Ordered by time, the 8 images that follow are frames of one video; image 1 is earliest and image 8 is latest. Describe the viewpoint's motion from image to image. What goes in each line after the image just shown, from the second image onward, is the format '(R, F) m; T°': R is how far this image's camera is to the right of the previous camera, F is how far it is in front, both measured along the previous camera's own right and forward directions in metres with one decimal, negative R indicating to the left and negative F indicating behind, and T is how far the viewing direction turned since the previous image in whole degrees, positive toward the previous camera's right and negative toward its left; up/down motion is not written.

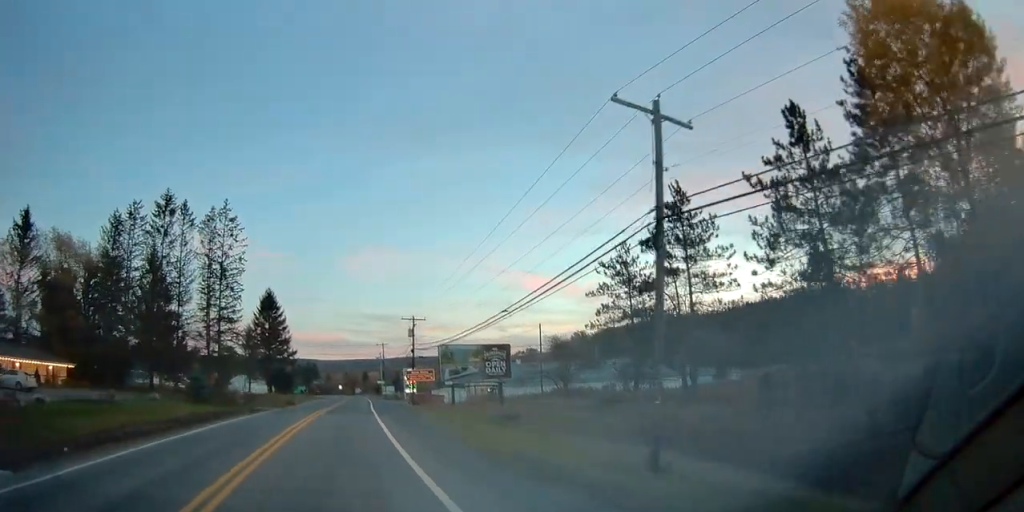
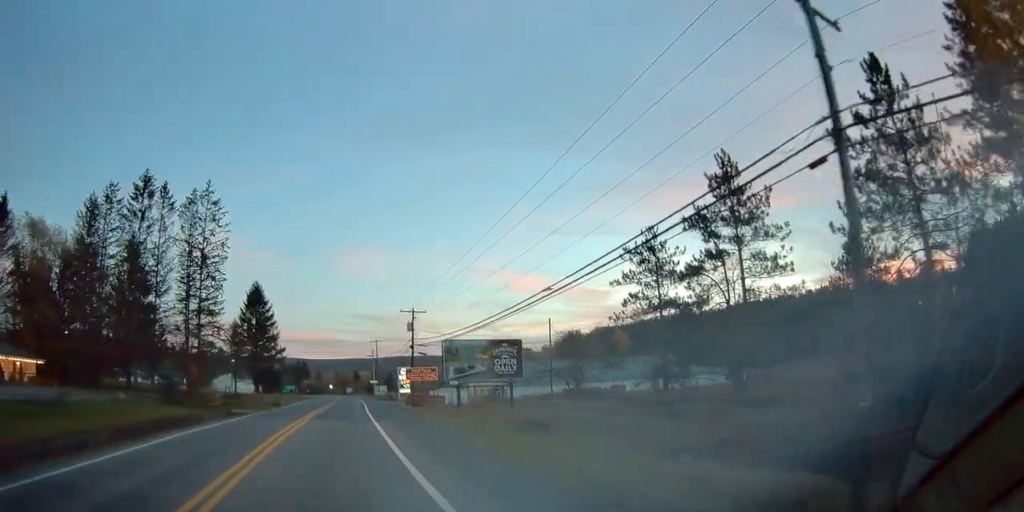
(-0.1, +6.2) m; +1°
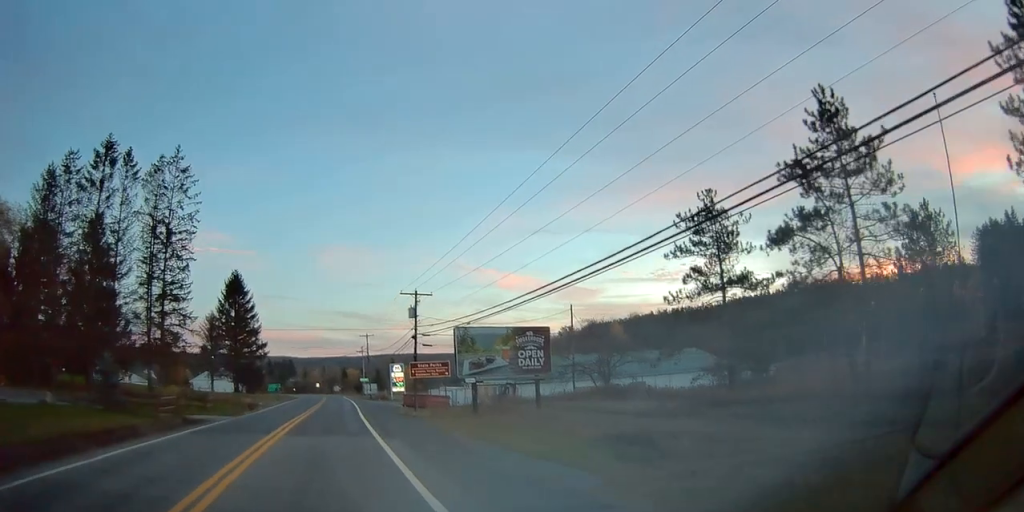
(+0.5, +9.2) m; +3°
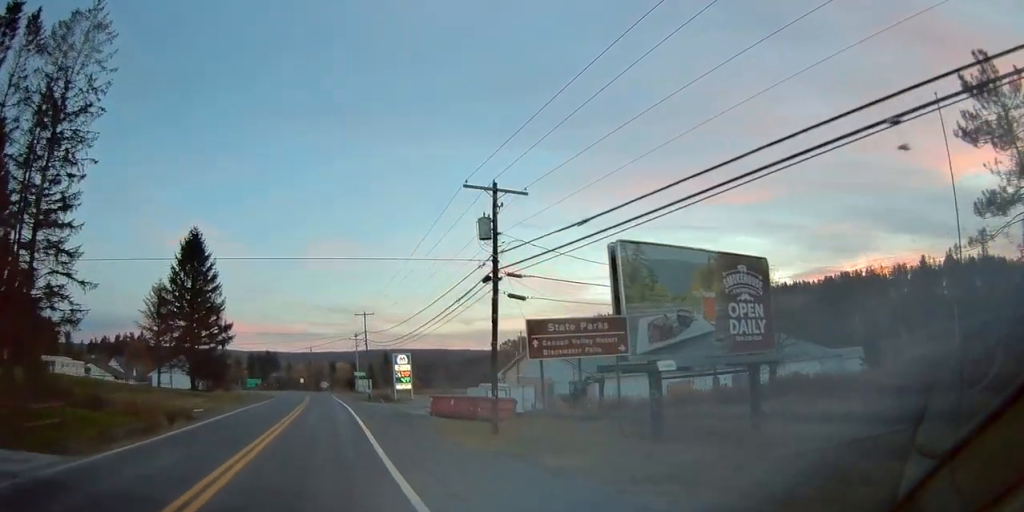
(-0.1, +22.4) m; 0°
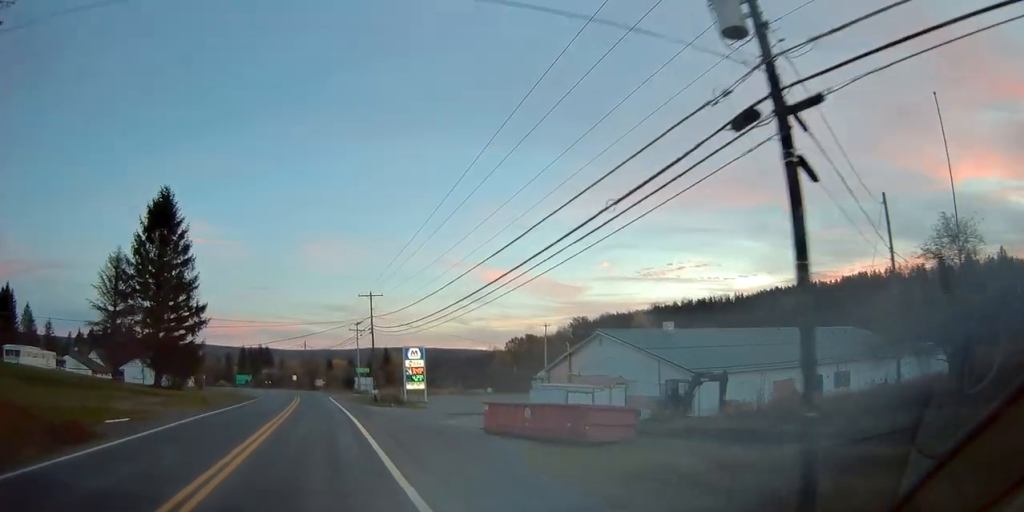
(+0.1, +13.6) m; +1°
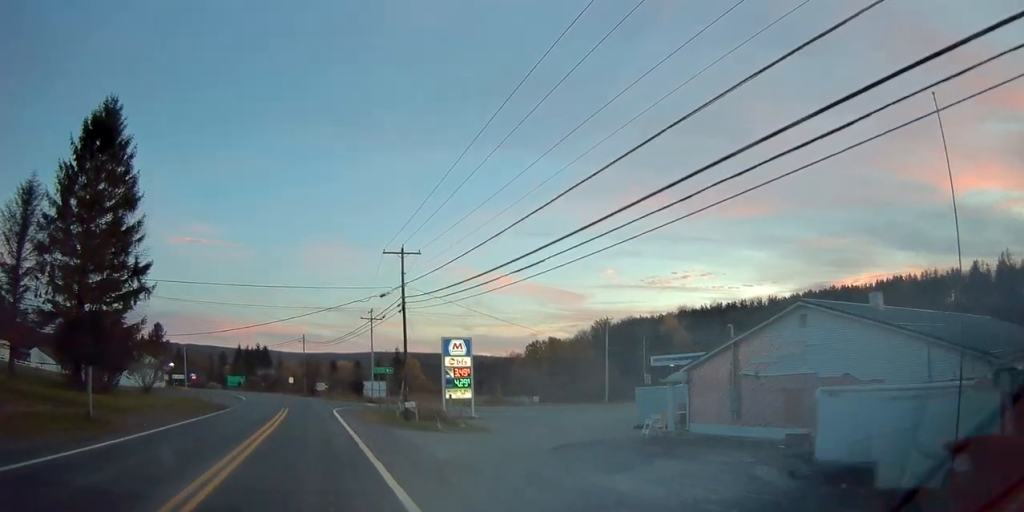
(+0.1, +19.6) m; 0°
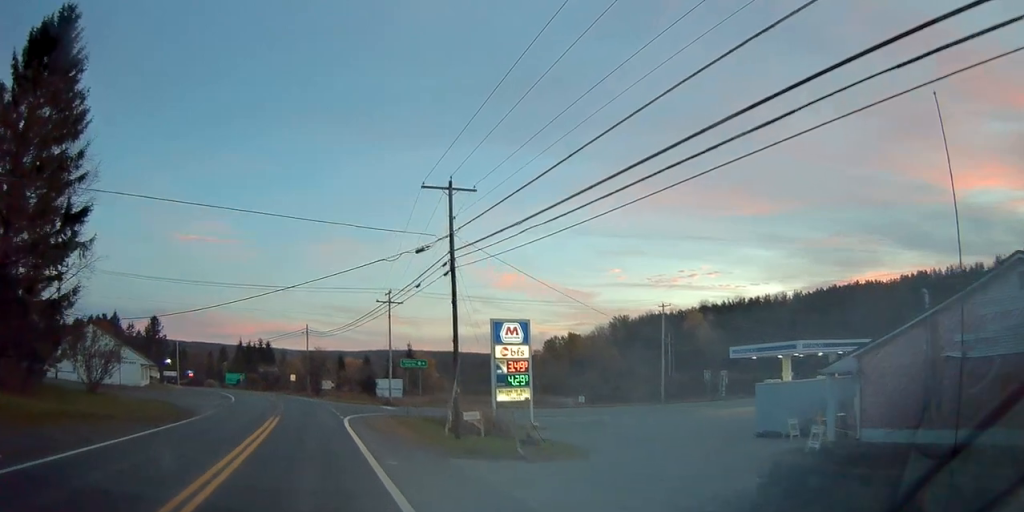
(0.0, +11.7) m; 0°
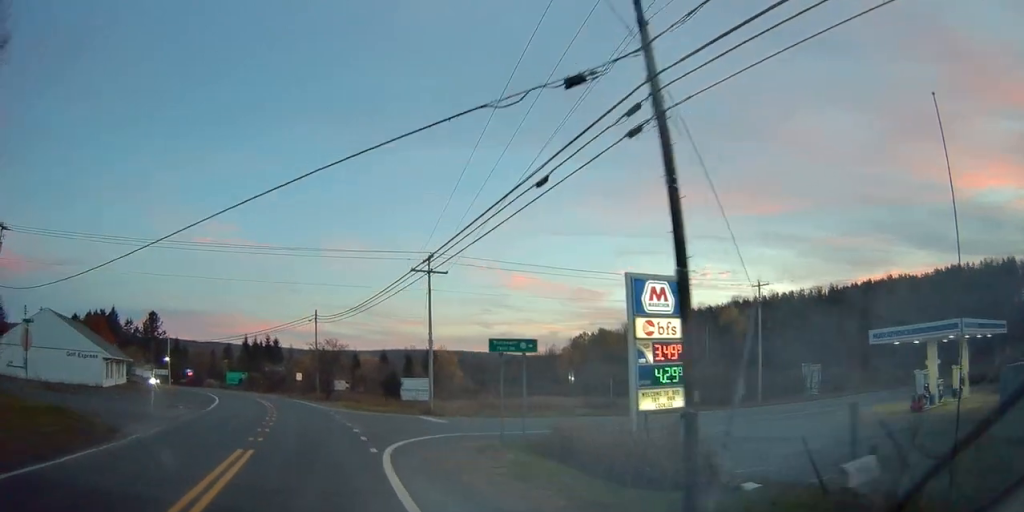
(-0.1, +14.4) m; -2°
